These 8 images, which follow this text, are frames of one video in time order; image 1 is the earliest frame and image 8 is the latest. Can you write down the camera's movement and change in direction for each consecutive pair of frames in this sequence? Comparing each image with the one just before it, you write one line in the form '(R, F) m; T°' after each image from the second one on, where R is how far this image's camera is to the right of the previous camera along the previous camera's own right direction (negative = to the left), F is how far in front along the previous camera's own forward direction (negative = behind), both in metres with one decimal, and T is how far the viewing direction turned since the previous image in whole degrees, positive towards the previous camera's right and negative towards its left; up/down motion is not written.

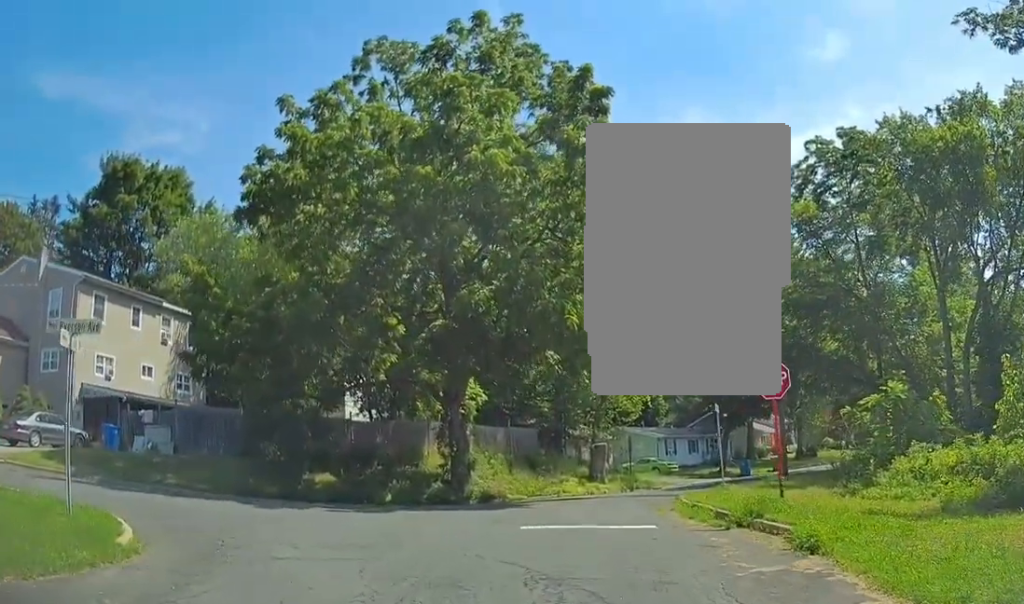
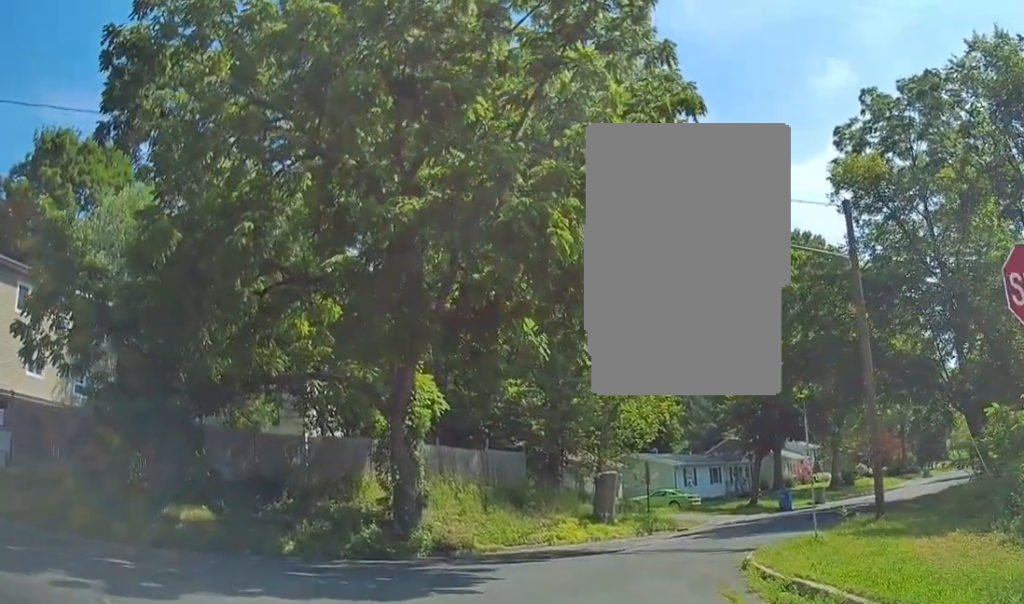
(+0.6, +9.3) m; +5°
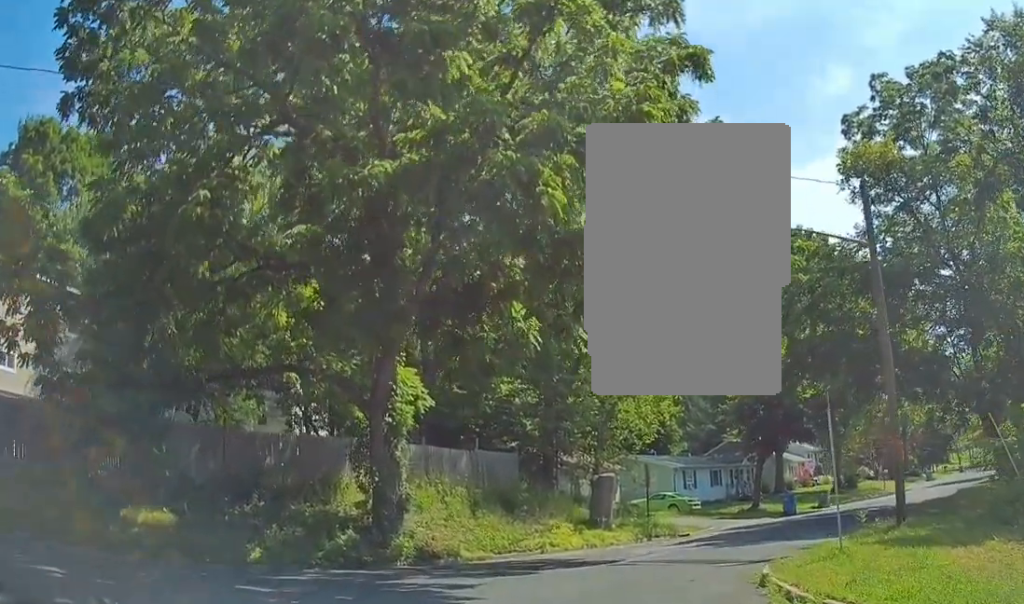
(-0.1, +1.7) m; -3°
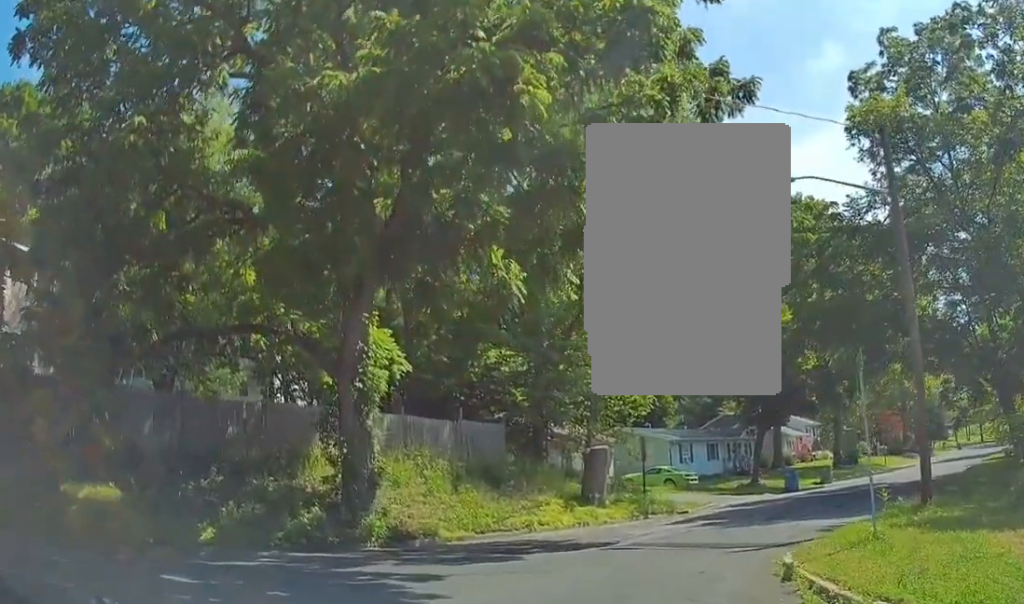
(0.0, +2.0) m; +5°
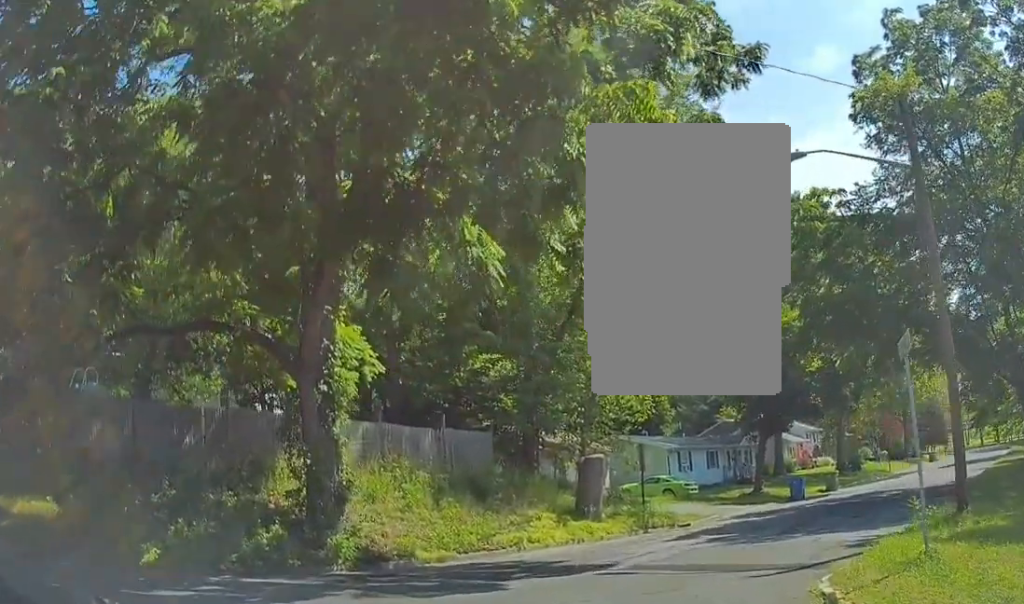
(-0.1, +1.8) m; +4°
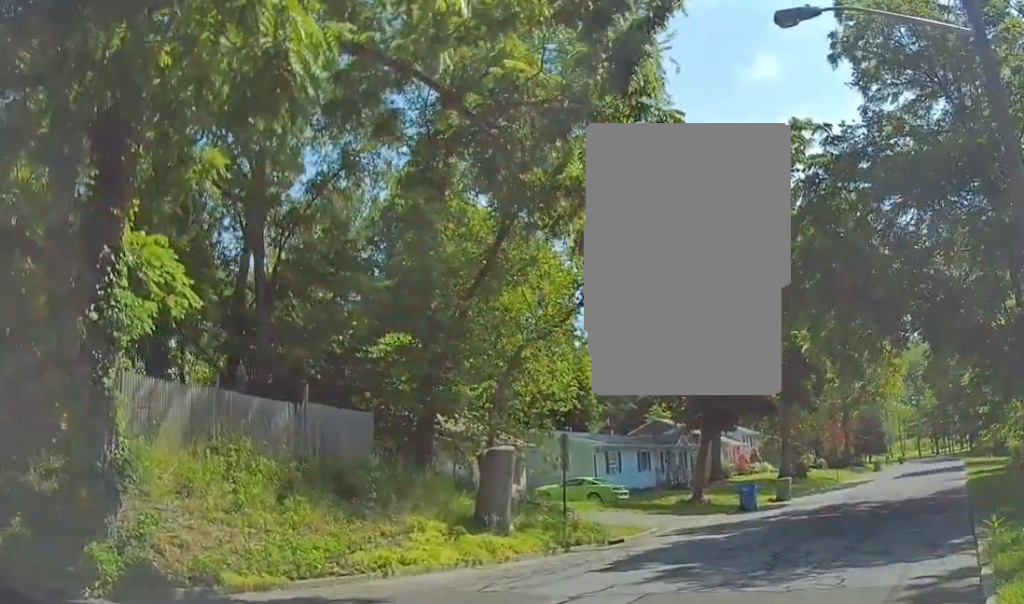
(+0.6, +5.5) m; +5°
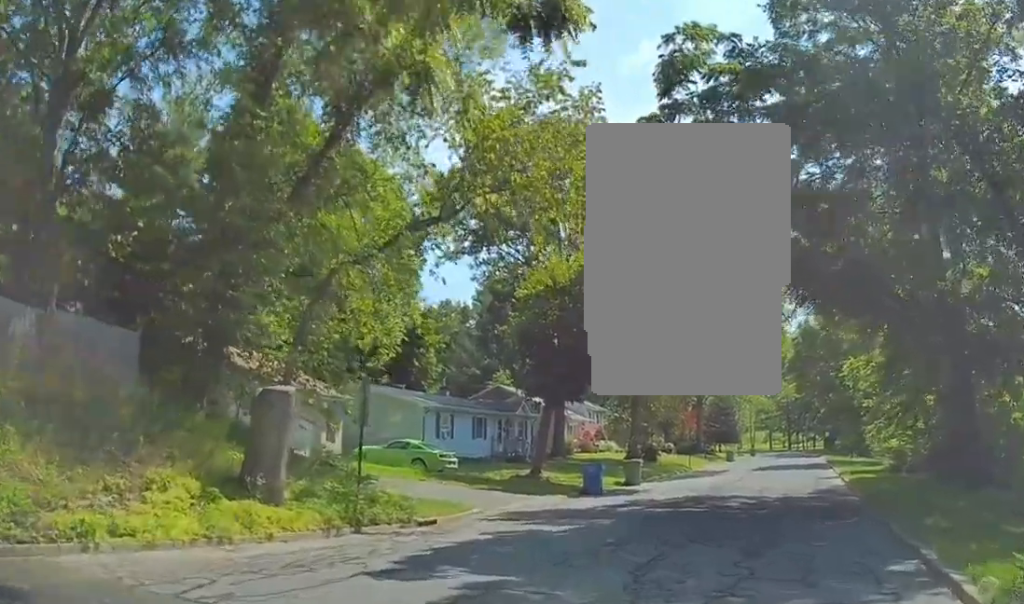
(-0.2, +4.2) m; +3°
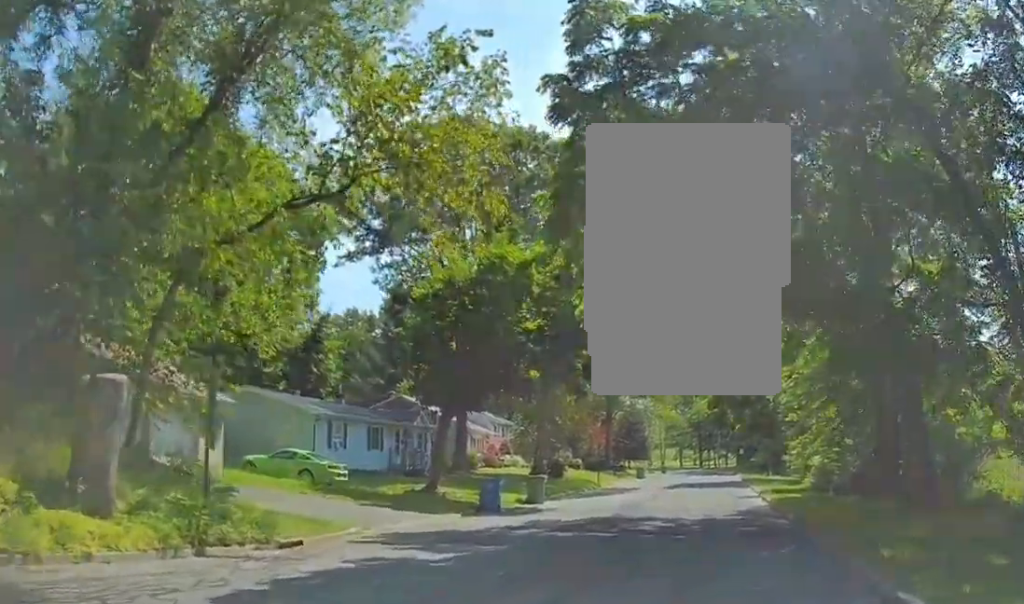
(+0.2, +2.5) m; +4°
